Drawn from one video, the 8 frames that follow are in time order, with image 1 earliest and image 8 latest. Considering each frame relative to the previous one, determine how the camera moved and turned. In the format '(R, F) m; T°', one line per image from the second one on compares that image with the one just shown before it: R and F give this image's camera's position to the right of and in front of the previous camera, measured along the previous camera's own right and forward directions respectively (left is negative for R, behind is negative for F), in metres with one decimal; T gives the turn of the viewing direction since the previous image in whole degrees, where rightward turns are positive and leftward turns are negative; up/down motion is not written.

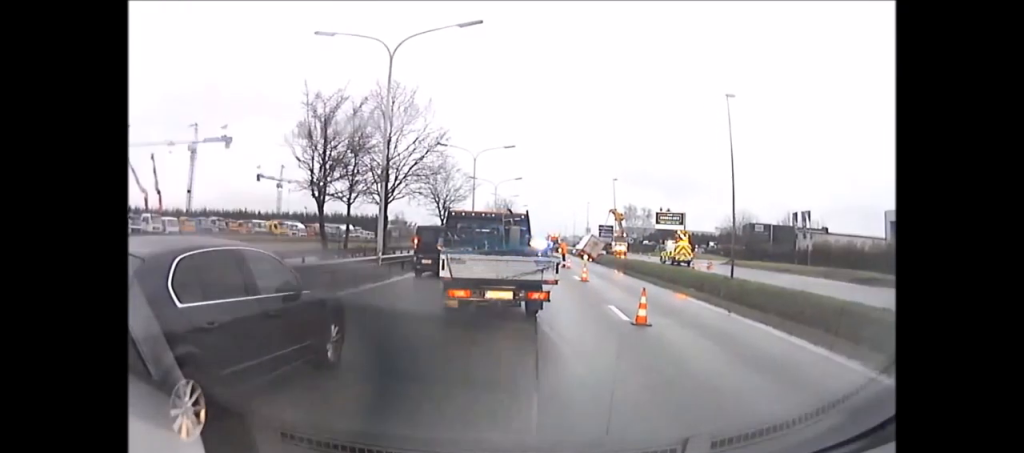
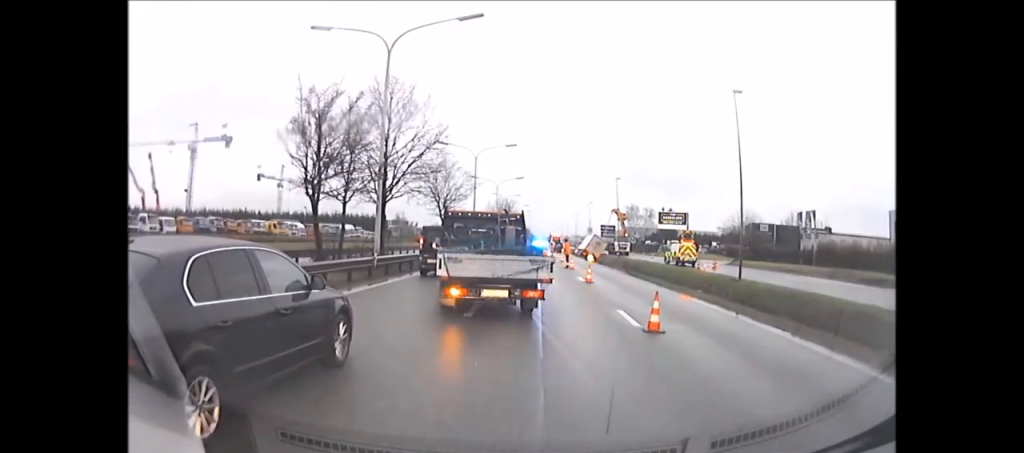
(+0.1, +1.2) m; 0°
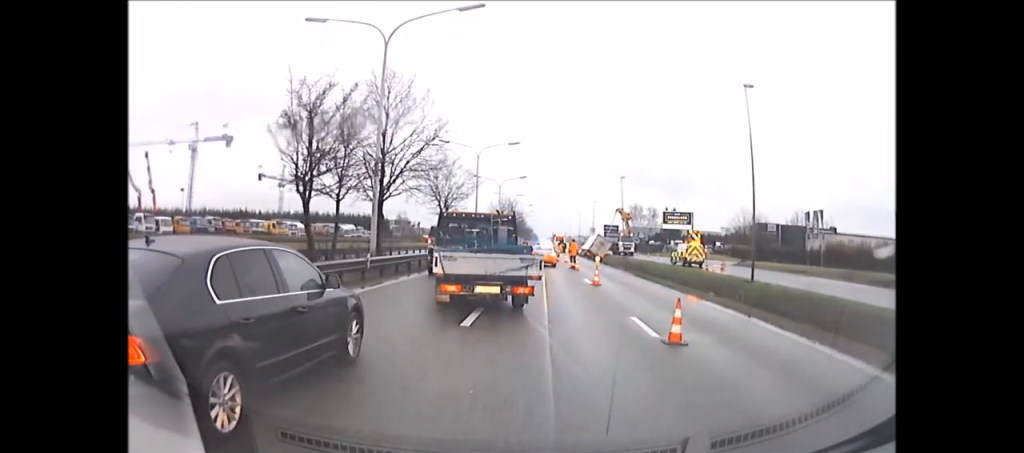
(0.0, +1.6) m; -1°
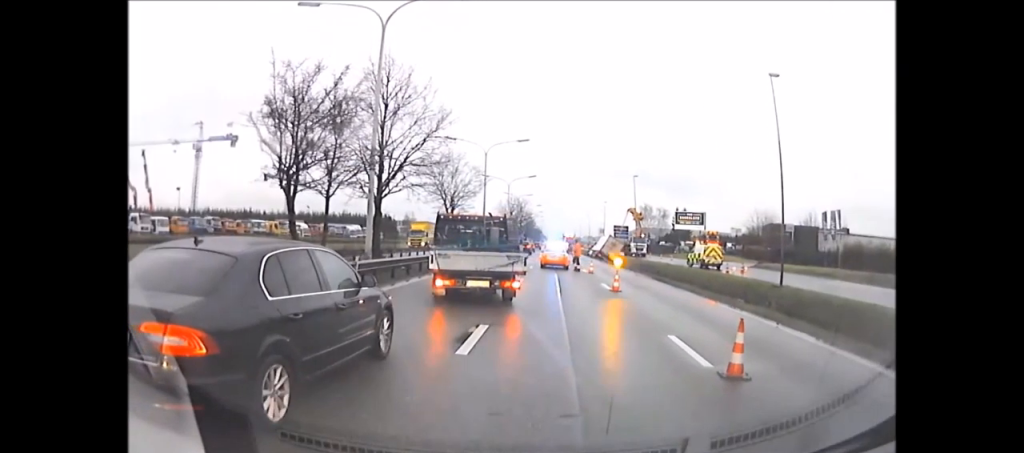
(-0.1, +2.1) m; -2°
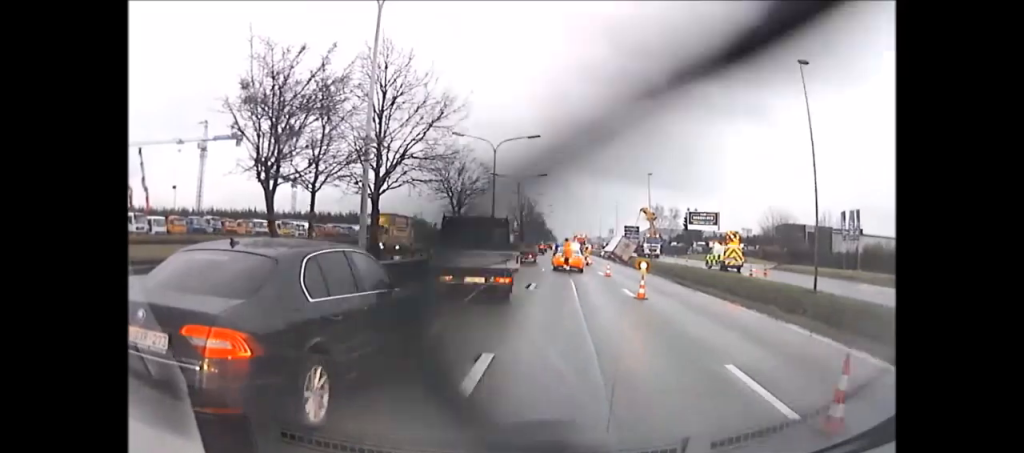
(0.0, +2.0) m; +1°
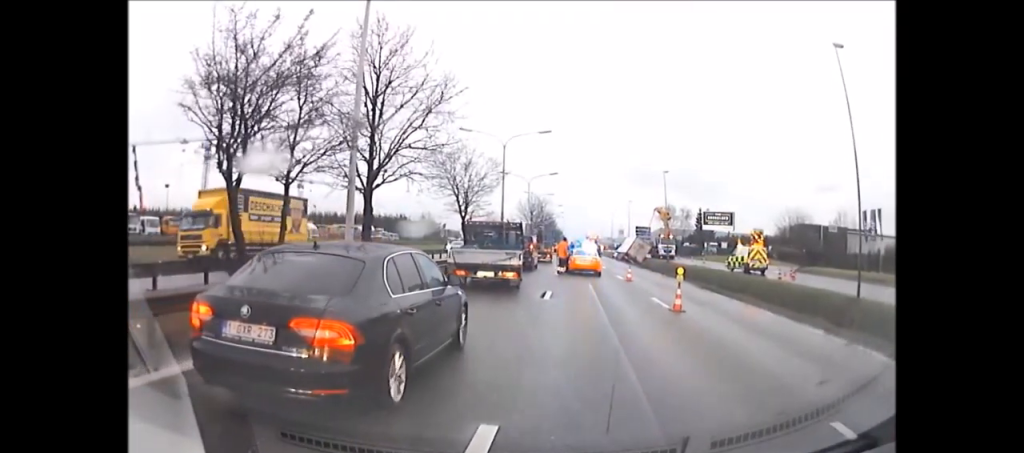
(0.0, +3.1) m; -1°
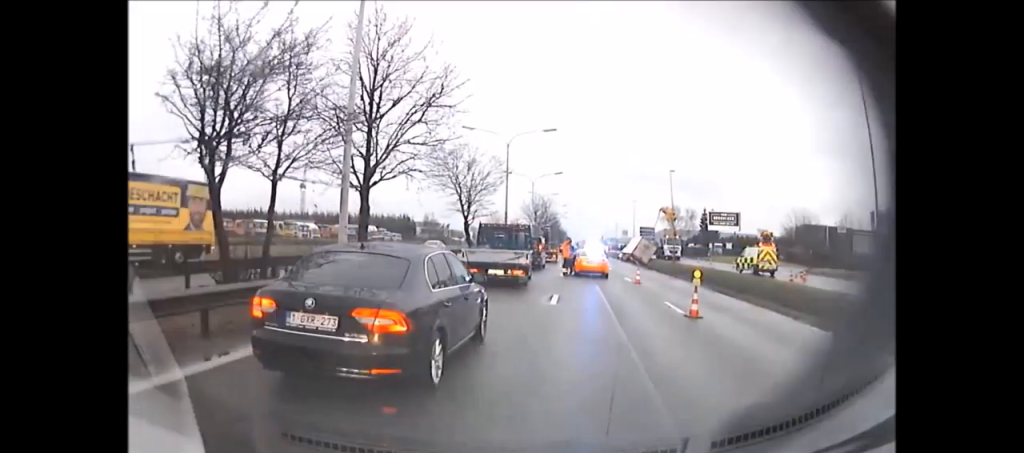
(0.0, +1.2) m; 0°
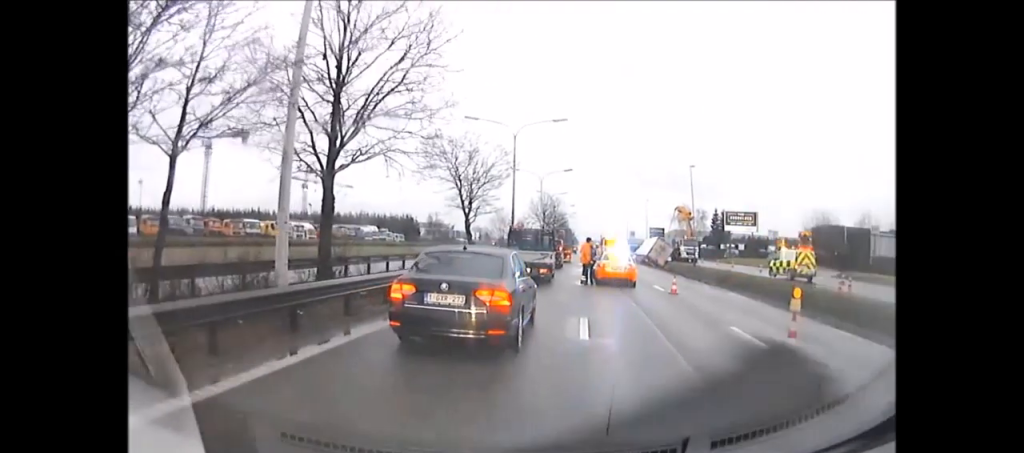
(-0.1, +5.0) m; -1°
